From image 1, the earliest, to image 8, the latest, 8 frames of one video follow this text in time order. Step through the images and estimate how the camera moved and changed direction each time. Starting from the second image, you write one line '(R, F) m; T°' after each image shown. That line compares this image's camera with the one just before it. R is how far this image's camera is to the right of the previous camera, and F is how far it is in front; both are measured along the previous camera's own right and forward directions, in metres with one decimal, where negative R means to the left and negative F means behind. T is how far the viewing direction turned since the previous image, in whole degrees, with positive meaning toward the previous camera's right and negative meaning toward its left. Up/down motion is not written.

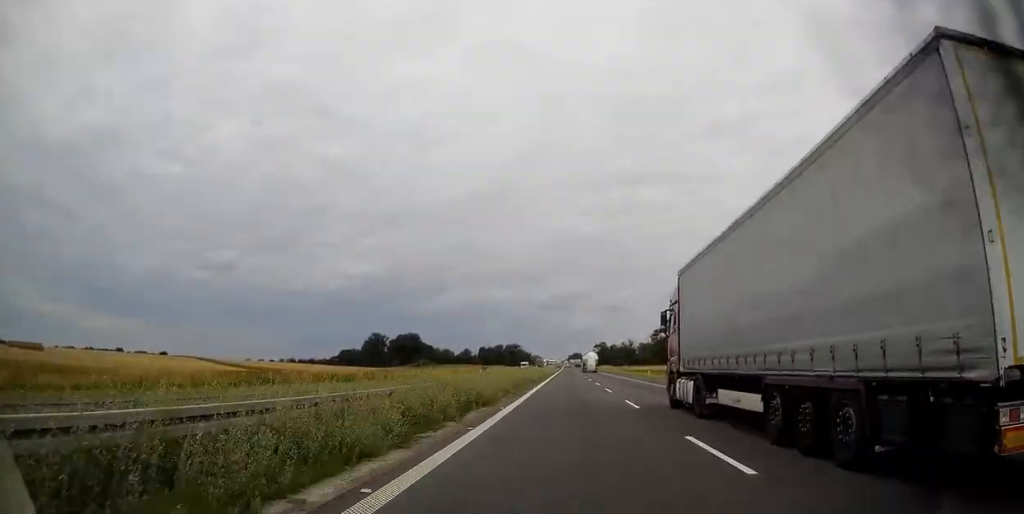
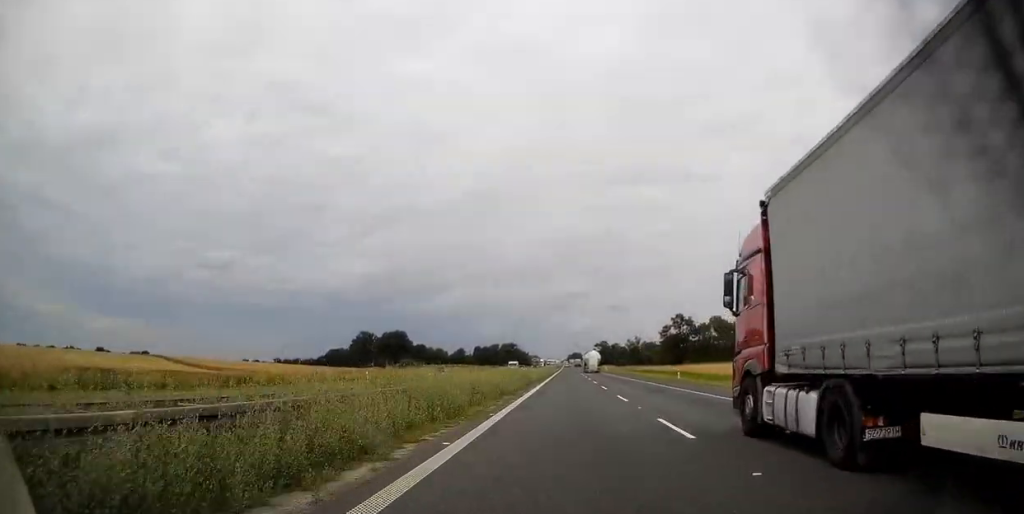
(0.0, +20.3) m; 0°
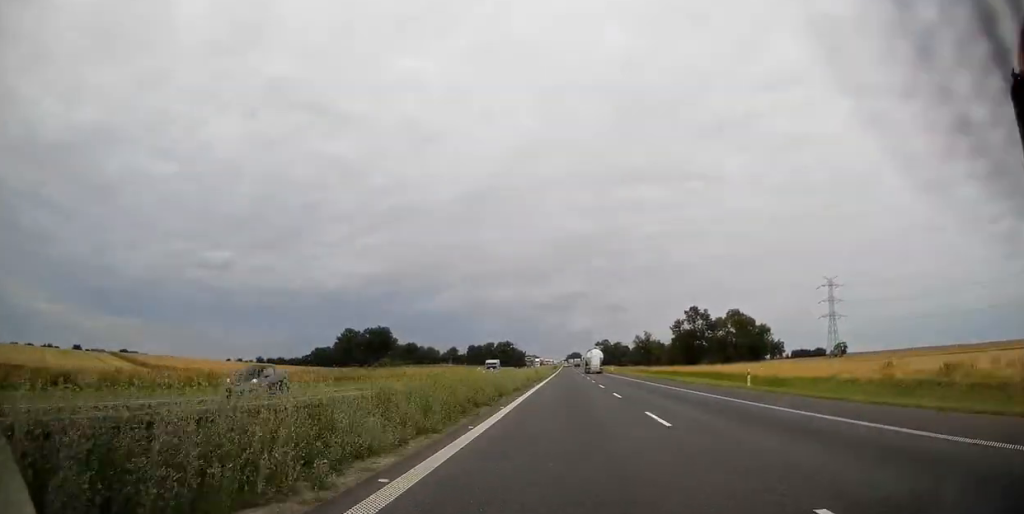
(+0.1, +21.6) m; 0°
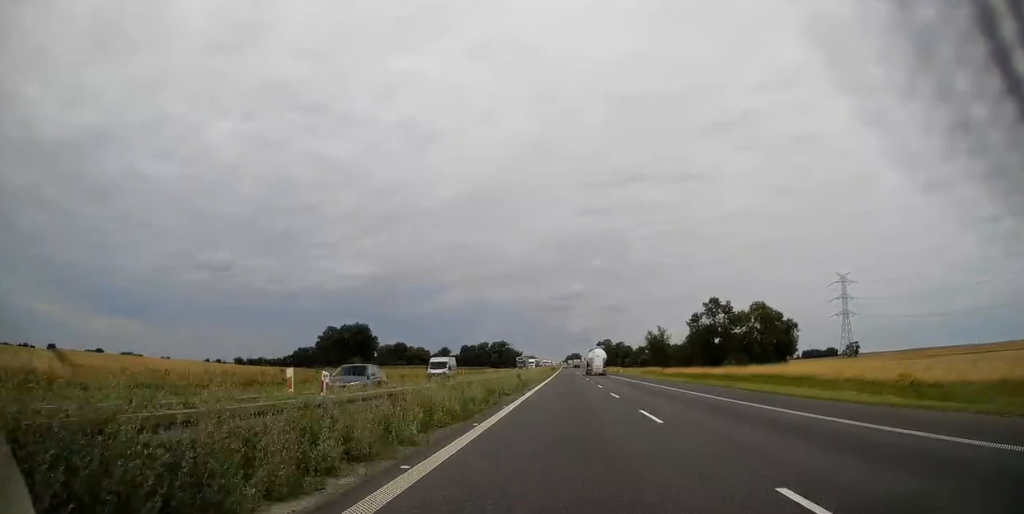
(+0.1, +22.9) m; 0°
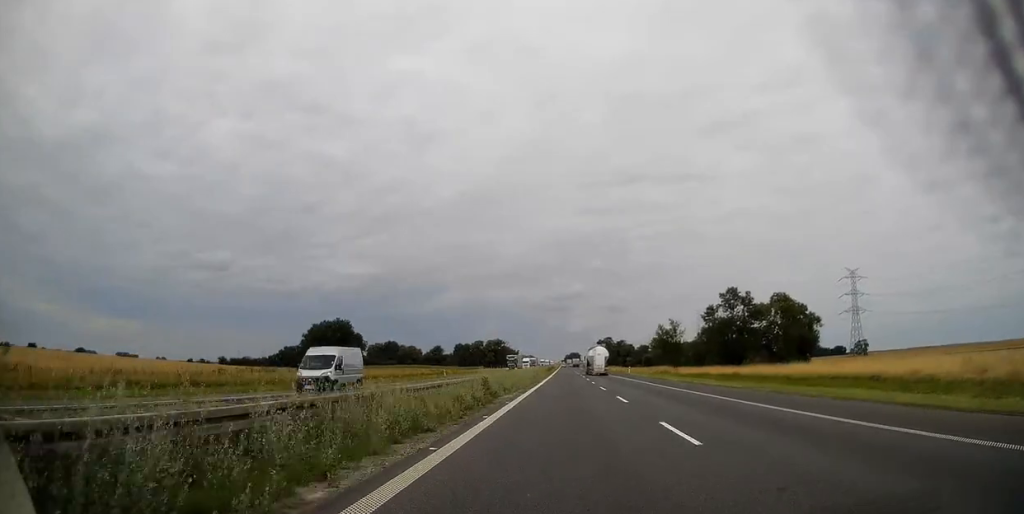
(0.0, +16.2) m; 0°
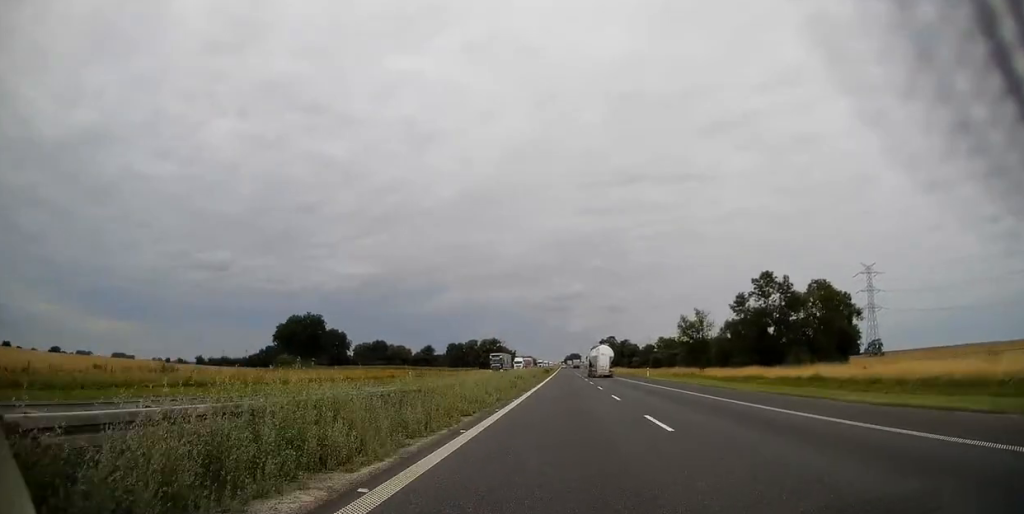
(-0.1, +21.6) m; 0°
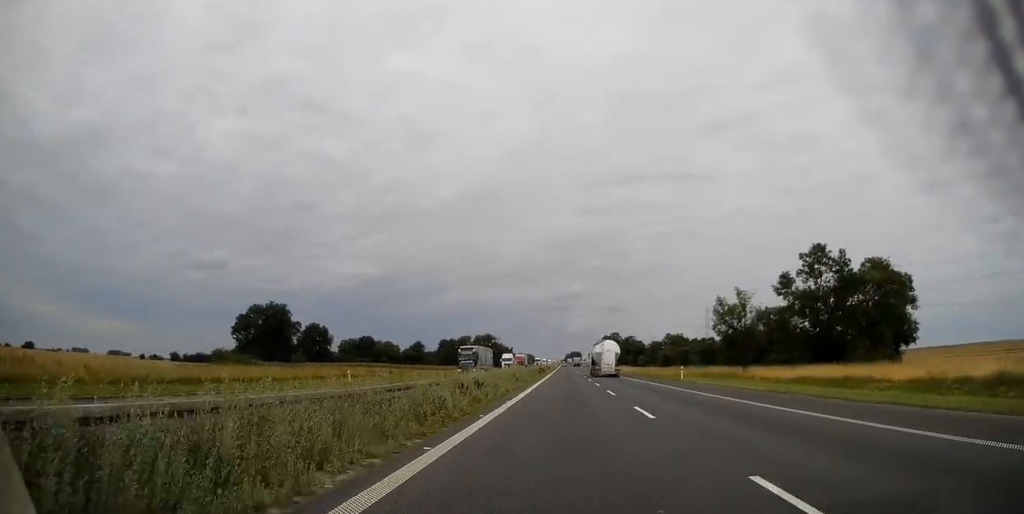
(+0.1, +21.6) m; 0°
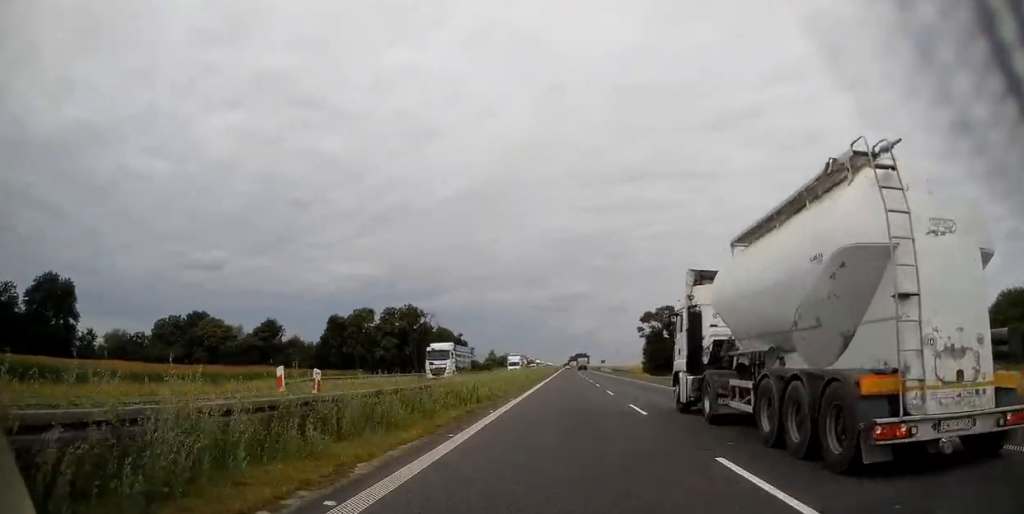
(-0.1, +142.7) m; 0°
